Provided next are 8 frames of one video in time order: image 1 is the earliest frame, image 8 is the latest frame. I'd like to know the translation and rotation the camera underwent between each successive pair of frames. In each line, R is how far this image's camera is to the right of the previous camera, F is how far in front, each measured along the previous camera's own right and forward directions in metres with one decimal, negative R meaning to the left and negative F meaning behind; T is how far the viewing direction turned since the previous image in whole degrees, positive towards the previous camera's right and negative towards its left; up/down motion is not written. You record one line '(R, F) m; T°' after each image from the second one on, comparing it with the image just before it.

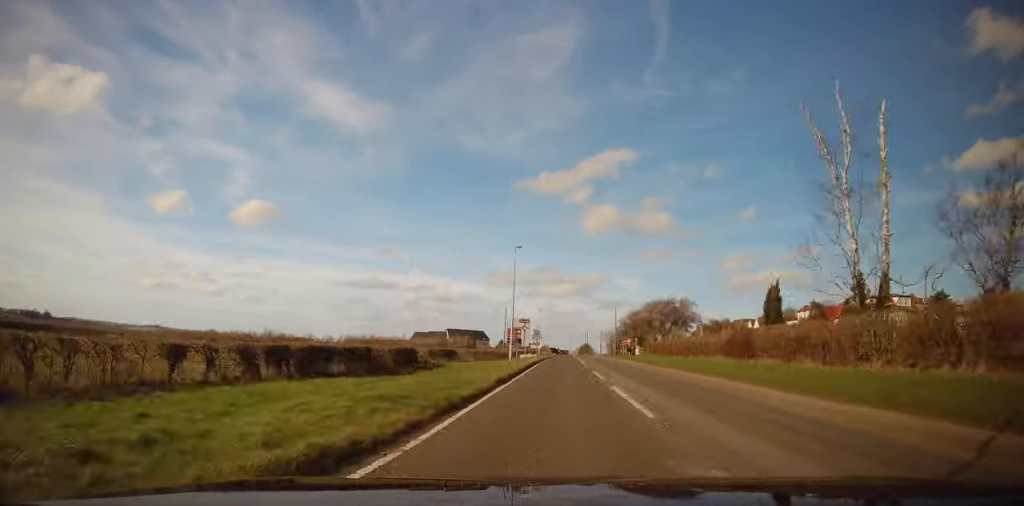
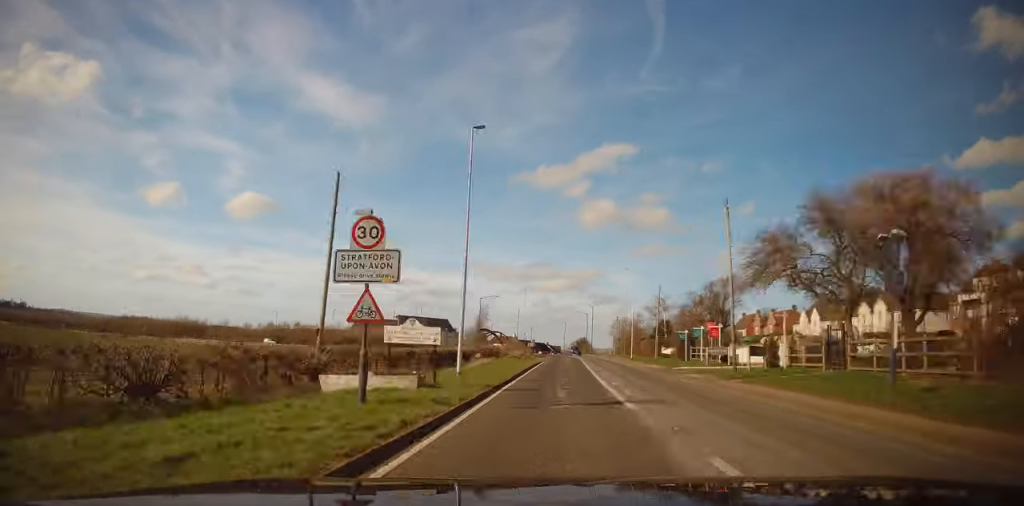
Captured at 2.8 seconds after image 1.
(+1.0, +46.1) m; -1°
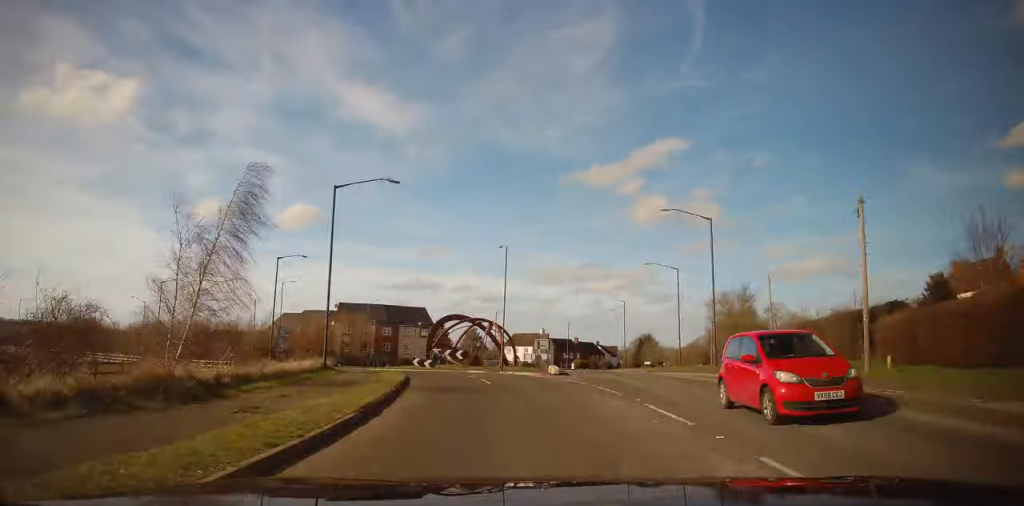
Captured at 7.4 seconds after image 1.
(-2.2, +62.1) m; -5°
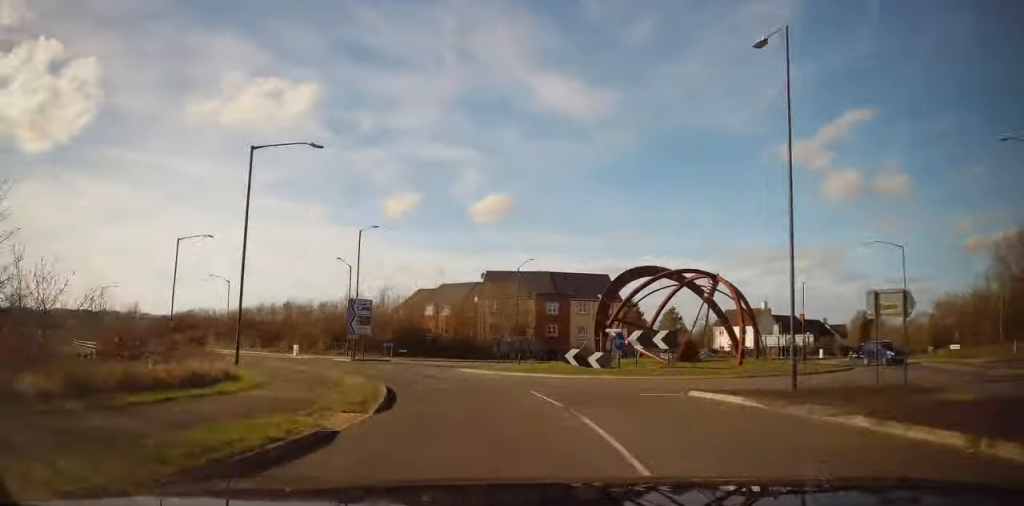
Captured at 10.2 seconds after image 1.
(-1.7, +30.5) m; +5°
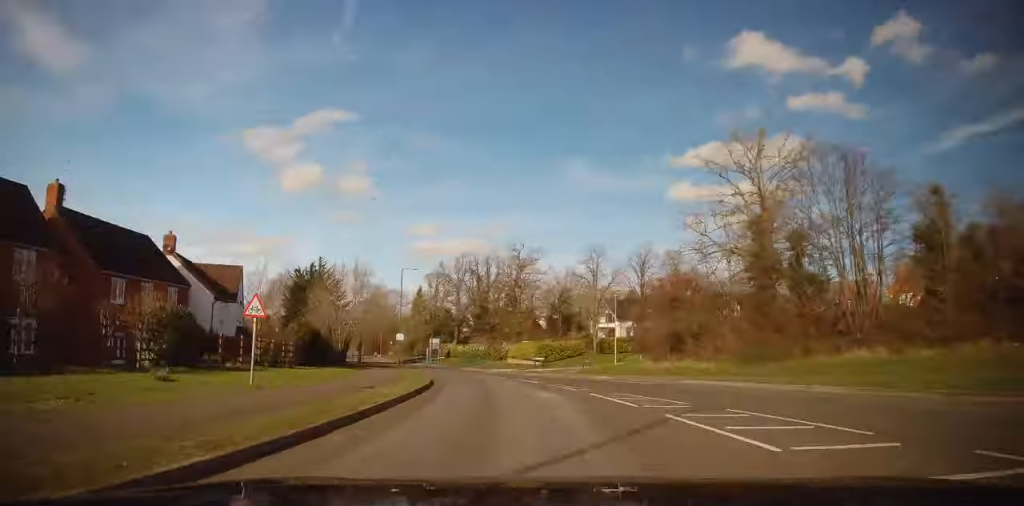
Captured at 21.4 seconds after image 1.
(+31.1, +102.7) m; +21°
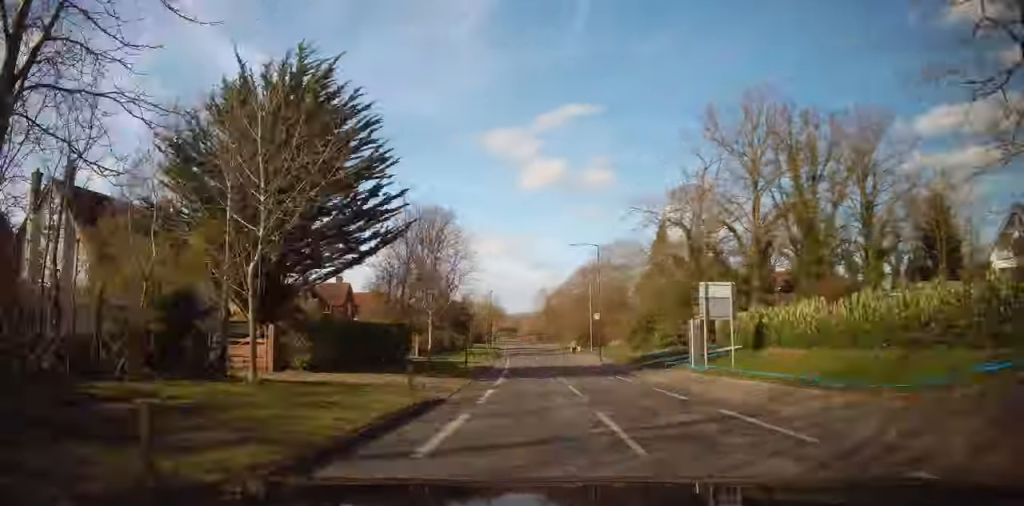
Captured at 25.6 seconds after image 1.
(-6.2, +47.1) m; -10°
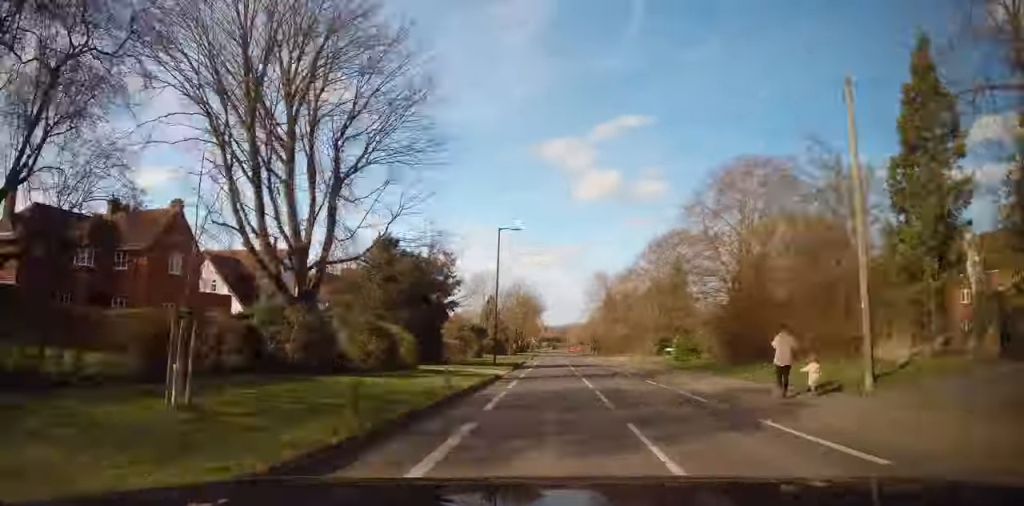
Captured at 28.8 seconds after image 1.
(-2.7, +37.8) m; -3°
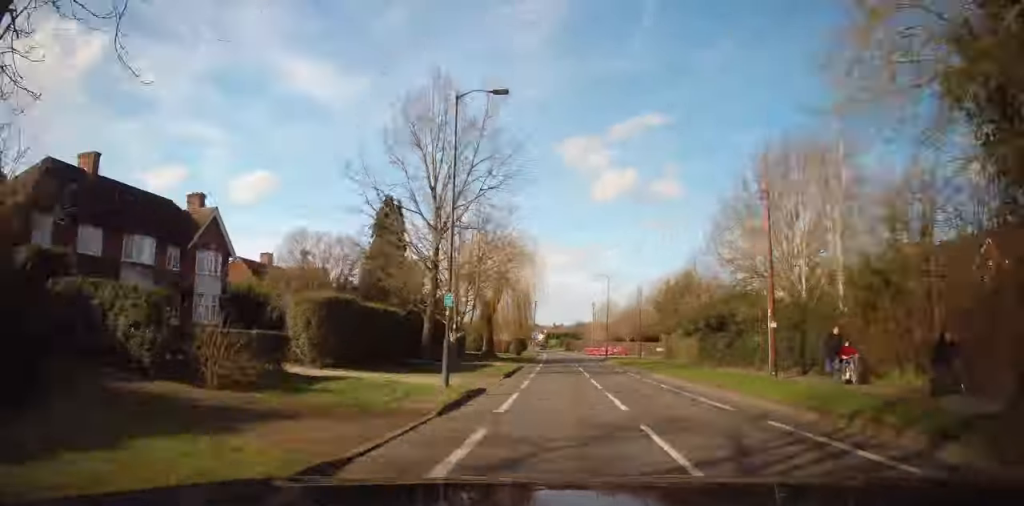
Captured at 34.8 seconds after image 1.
(-2.9, +72.5) m; -4°
